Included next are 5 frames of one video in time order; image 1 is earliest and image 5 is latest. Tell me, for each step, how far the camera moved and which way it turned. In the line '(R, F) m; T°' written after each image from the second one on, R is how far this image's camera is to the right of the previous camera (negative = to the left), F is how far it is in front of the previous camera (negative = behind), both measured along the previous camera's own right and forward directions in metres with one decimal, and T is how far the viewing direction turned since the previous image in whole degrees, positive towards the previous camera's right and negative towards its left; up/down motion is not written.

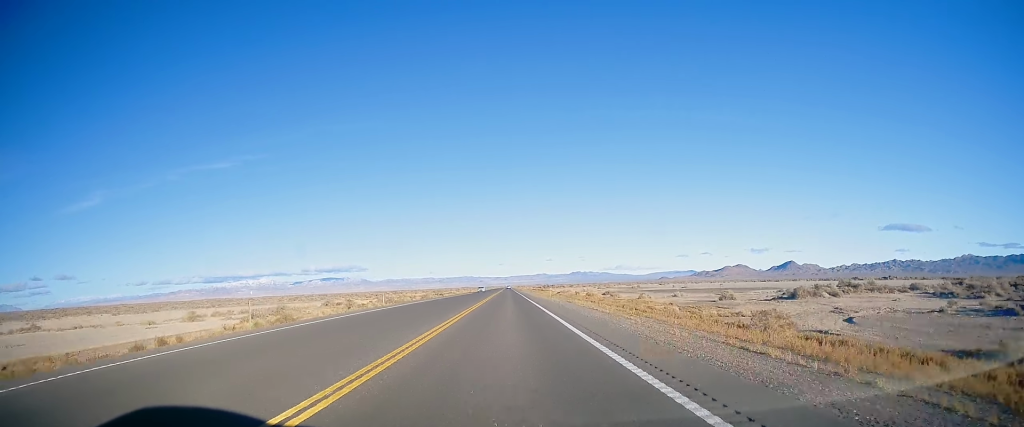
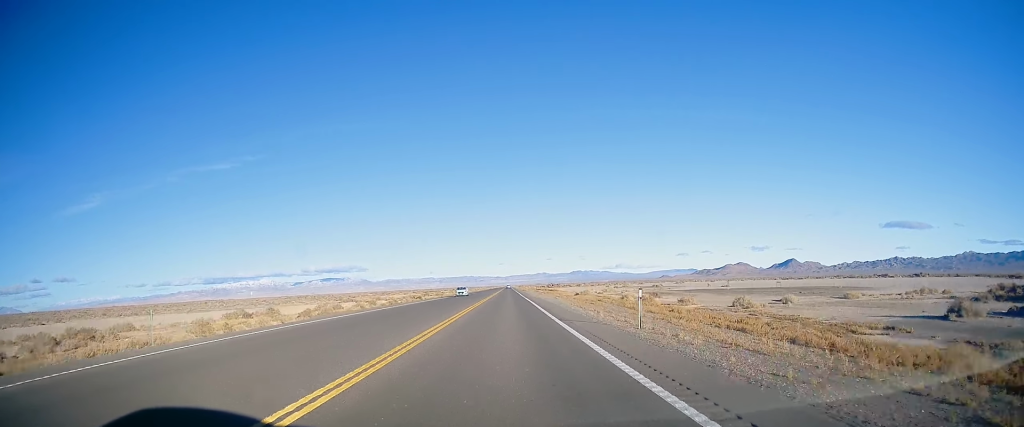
(-0.1, +37.1) m; 0°
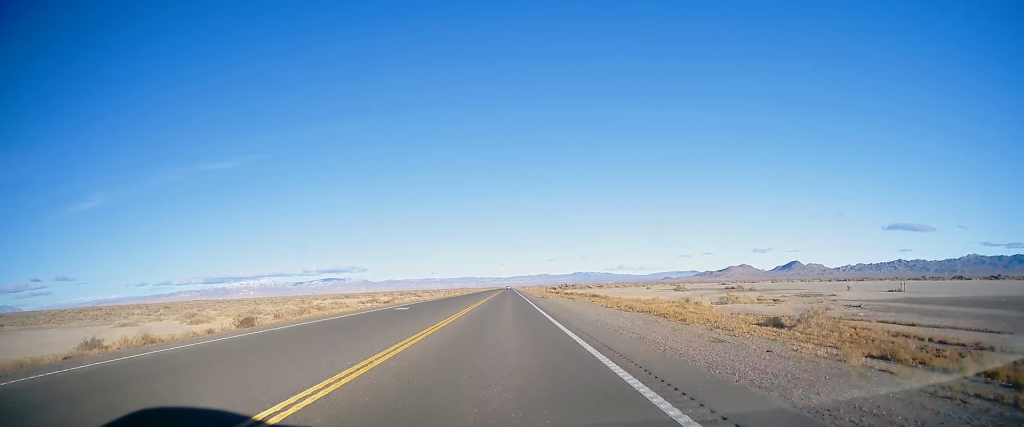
(-0.6, +76.2) m; -1°
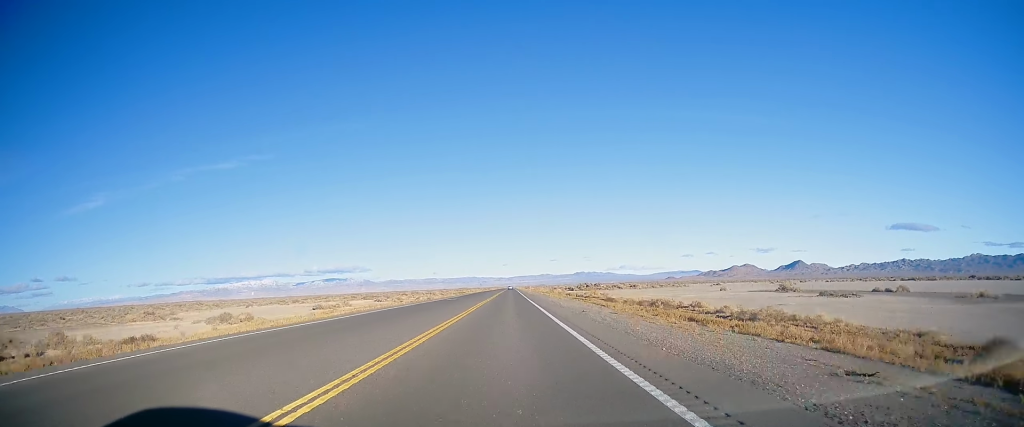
(-0.1, +64.9) m; 0°
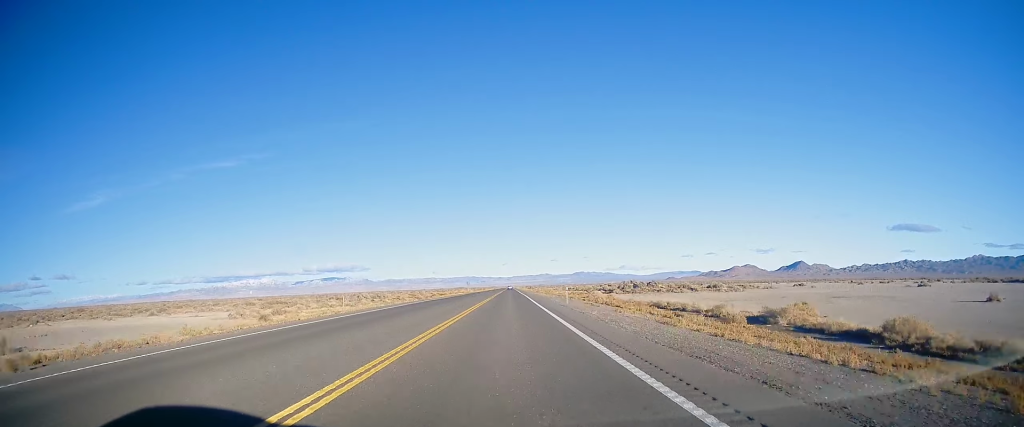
(-0.4, +77.8) m; 0°
